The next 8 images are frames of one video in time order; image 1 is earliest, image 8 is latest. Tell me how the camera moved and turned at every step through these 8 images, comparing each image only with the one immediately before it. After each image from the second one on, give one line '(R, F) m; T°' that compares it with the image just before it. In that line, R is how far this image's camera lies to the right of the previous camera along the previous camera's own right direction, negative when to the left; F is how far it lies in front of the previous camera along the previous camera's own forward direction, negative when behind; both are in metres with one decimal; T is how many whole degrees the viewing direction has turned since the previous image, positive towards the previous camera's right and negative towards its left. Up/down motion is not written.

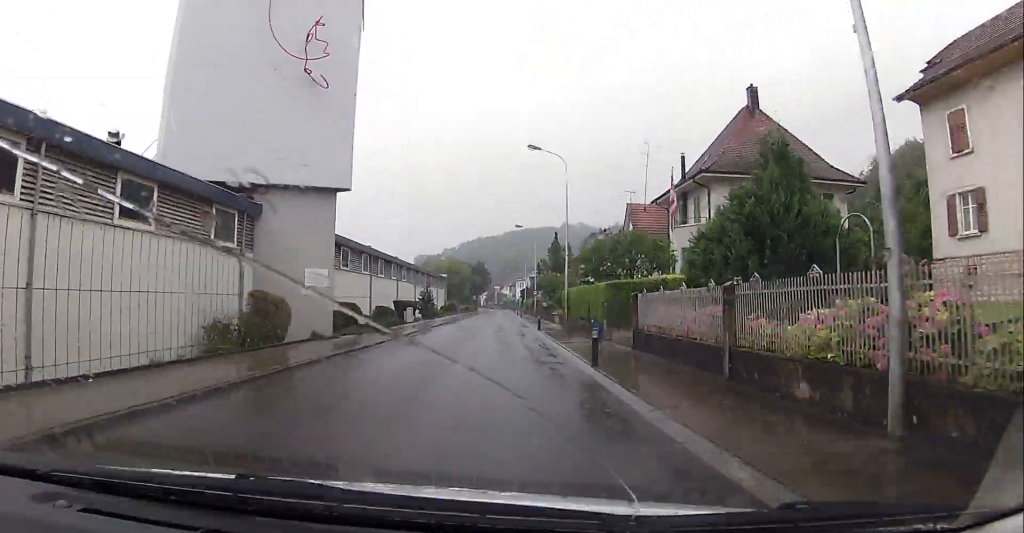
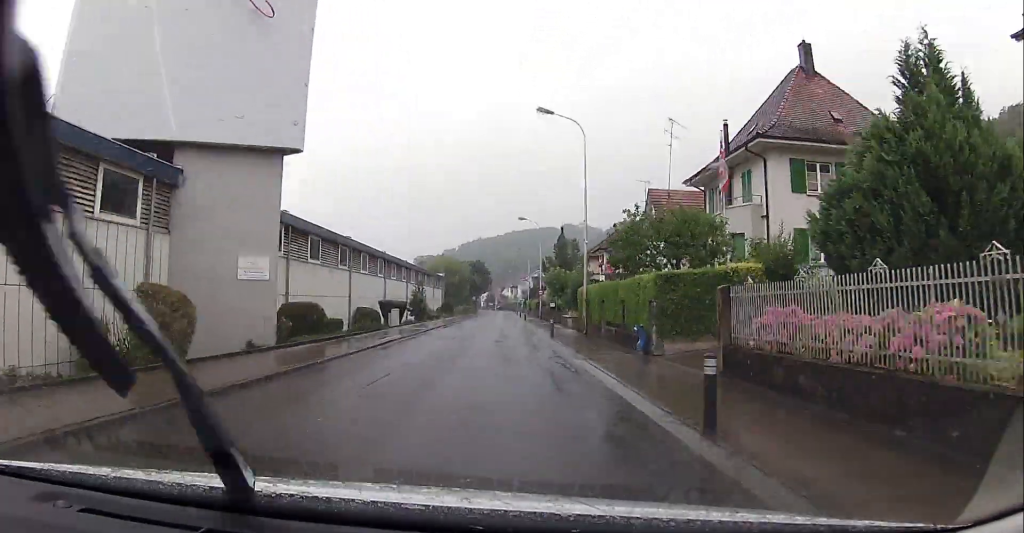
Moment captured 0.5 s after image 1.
(+0.1, +7.5) m; 0°
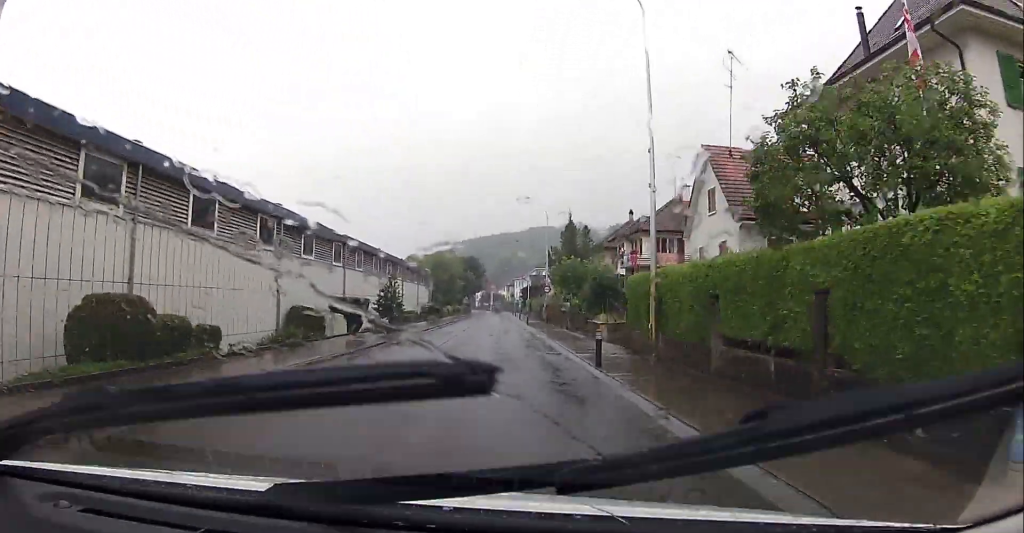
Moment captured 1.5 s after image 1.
(-0.3, +13.8) m; 0°
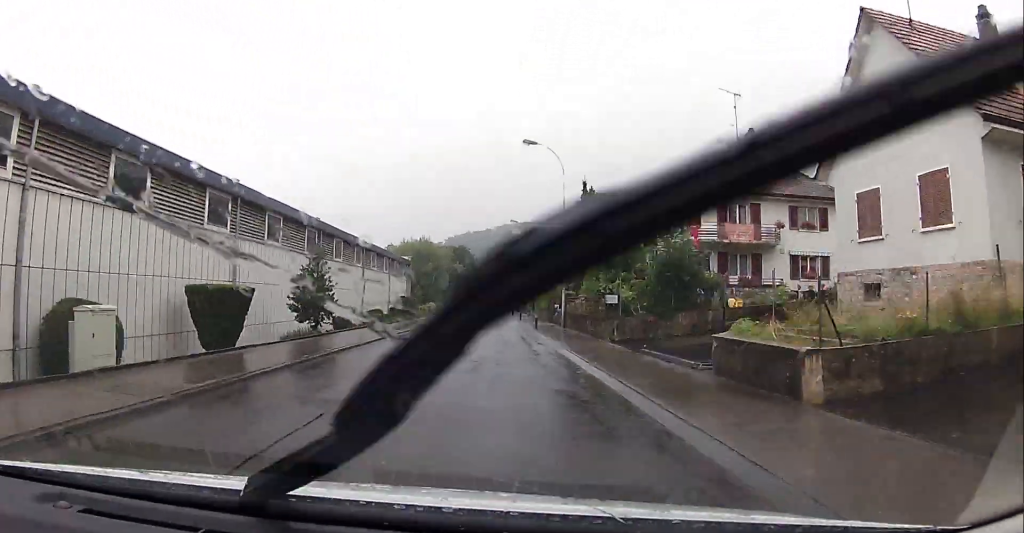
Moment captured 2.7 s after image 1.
(+0.4, +17.8) m; +1°
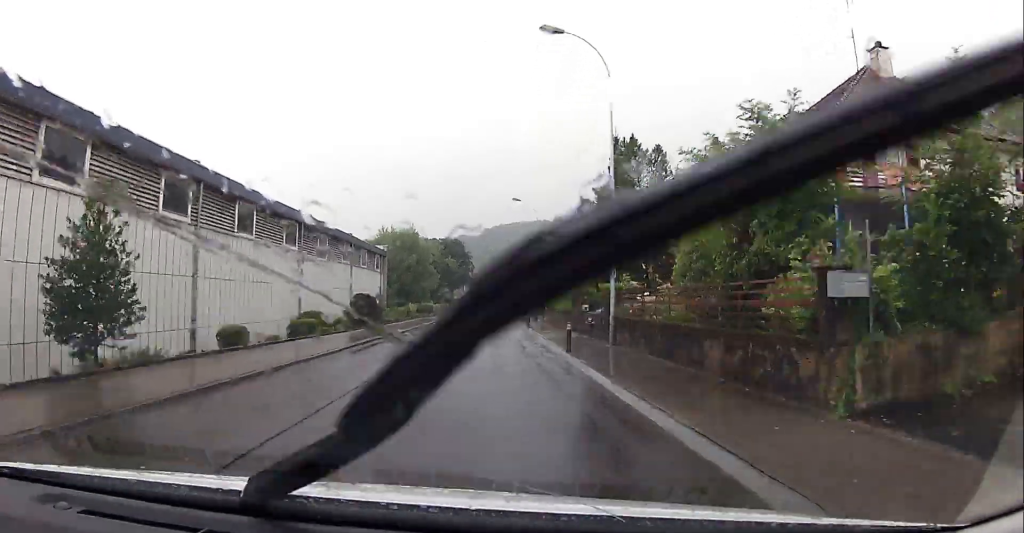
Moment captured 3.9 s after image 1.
(-0.2, +16.2) m; -1°
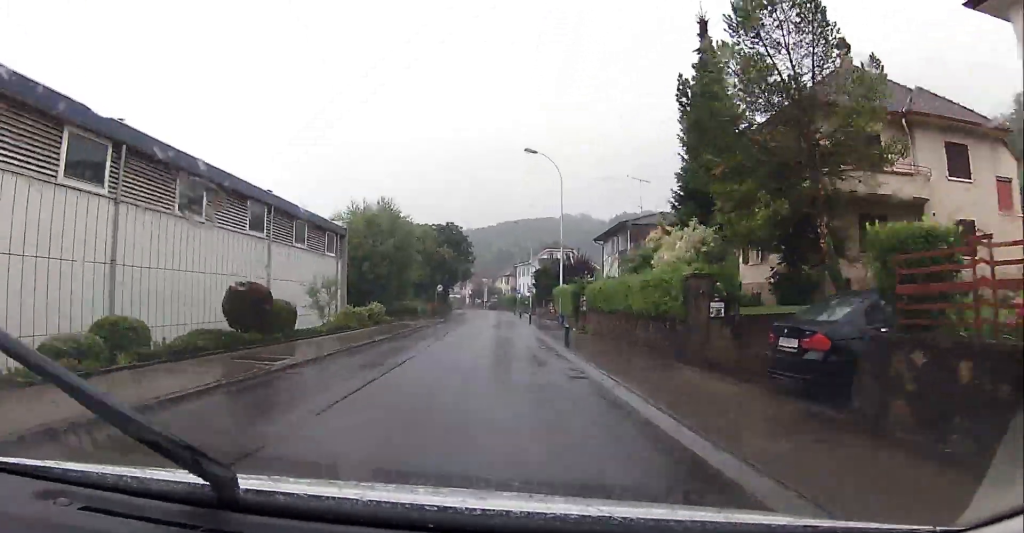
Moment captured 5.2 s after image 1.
(+0.1, +18.3) m; 0°
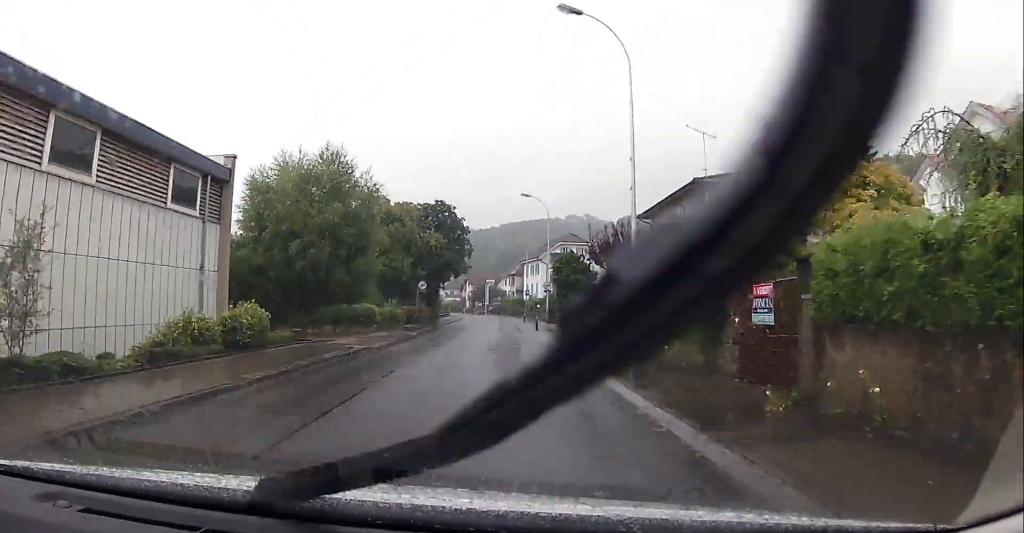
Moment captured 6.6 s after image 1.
(-0.4, +20.1) m; -1°
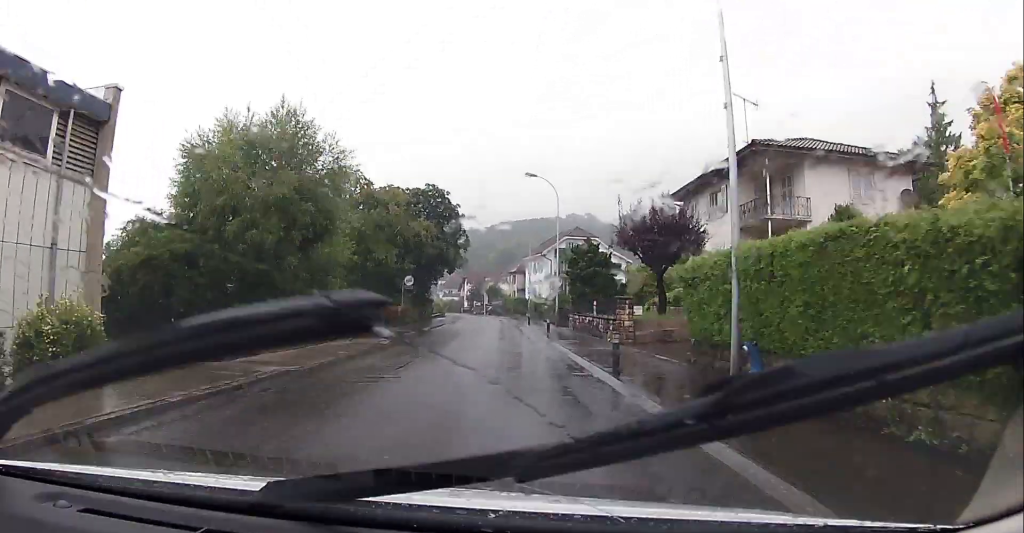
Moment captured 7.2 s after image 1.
(0.0, +8.4) m; +1°
